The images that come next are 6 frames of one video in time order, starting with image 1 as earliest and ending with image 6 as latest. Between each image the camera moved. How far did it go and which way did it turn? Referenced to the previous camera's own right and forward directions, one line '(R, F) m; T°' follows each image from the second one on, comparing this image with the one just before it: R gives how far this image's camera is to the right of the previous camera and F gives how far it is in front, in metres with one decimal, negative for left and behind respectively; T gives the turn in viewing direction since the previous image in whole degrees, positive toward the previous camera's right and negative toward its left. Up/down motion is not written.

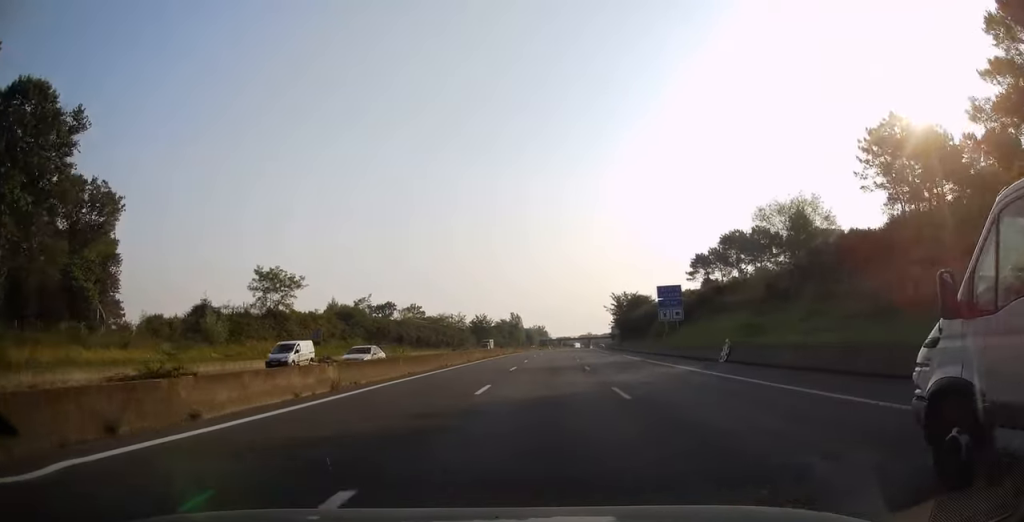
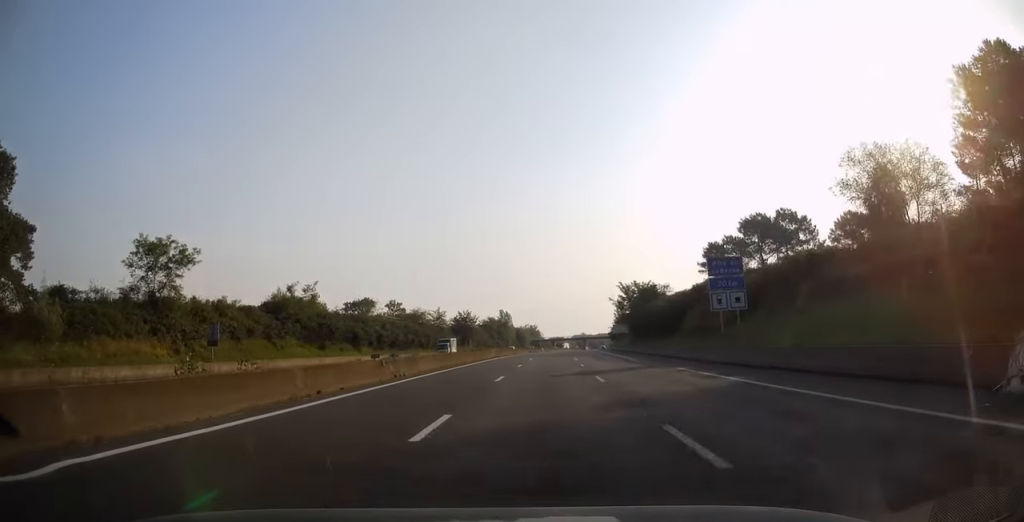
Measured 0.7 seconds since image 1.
(+0.2, +20.2) m; +1°
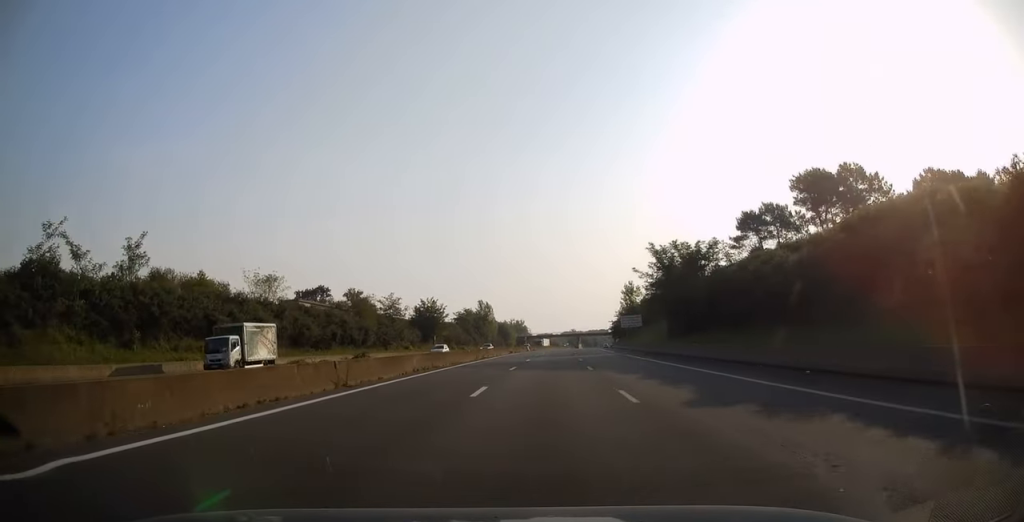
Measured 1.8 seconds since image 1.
(+0.3, +33.1) m; +1°
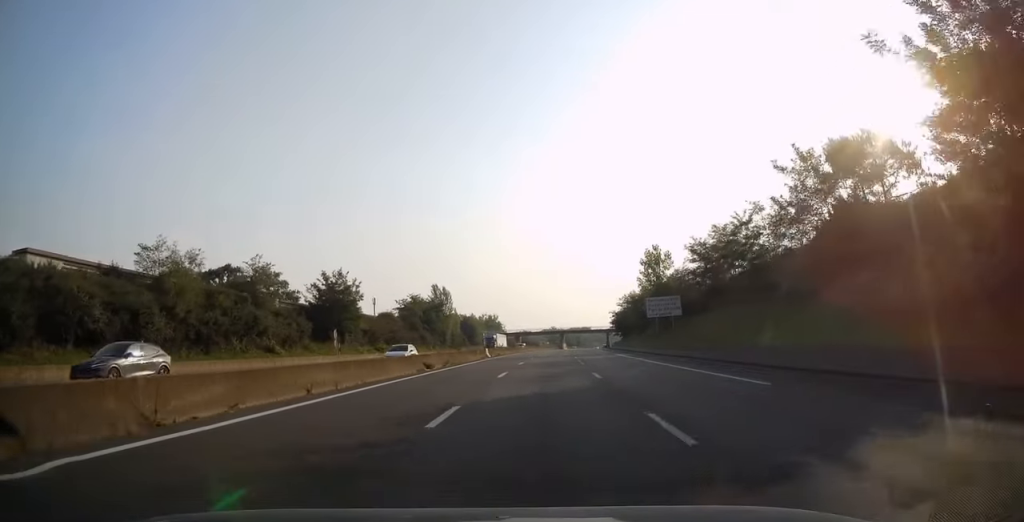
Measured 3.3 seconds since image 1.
(+0.8, +44.0) m; +2°
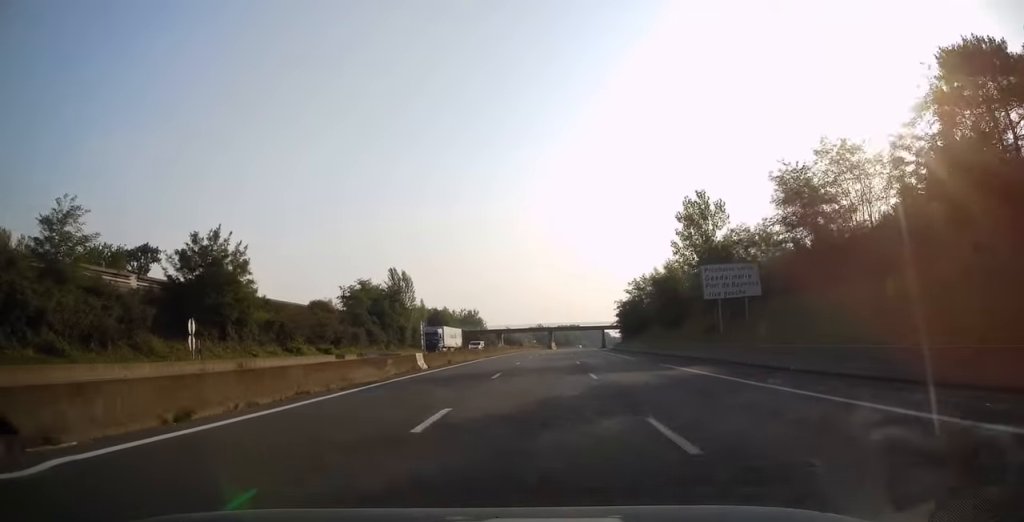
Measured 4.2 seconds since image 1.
(+0.3, +26.8) m; +1°
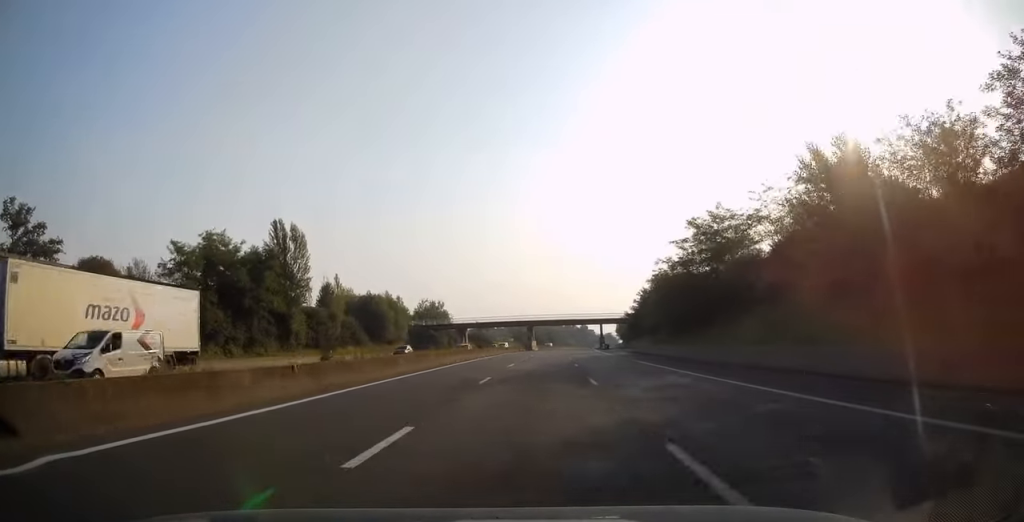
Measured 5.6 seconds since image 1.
(+0.7, +41.8) m; +2°
